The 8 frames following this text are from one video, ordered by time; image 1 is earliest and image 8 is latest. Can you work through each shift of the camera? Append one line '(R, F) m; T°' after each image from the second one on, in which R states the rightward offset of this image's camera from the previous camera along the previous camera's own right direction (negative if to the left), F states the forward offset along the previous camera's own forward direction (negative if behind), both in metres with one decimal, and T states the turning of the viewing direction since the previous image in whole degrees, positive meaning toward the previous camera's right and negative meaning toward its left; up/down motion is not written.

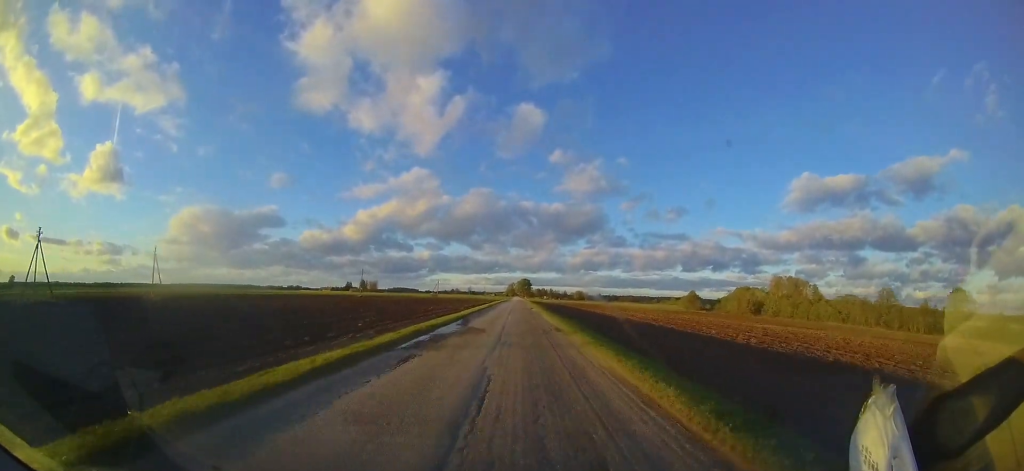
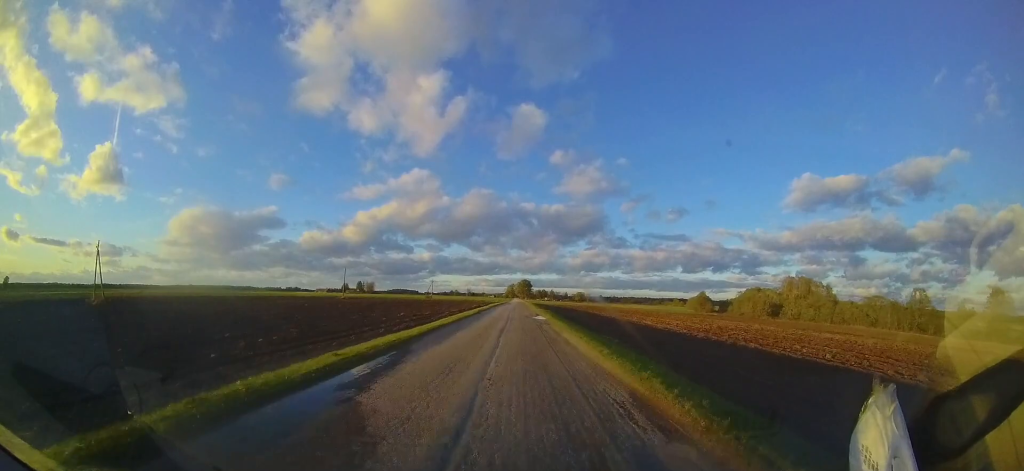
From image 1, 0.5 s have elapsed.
(-0.1, +11.7) m; 0°
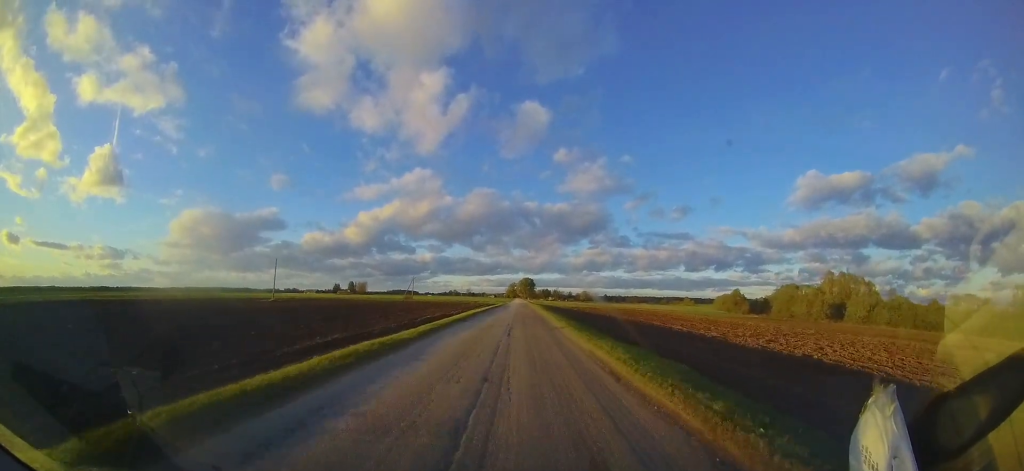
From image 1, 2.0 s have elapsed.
(-0.1, +32.2) m; 0°
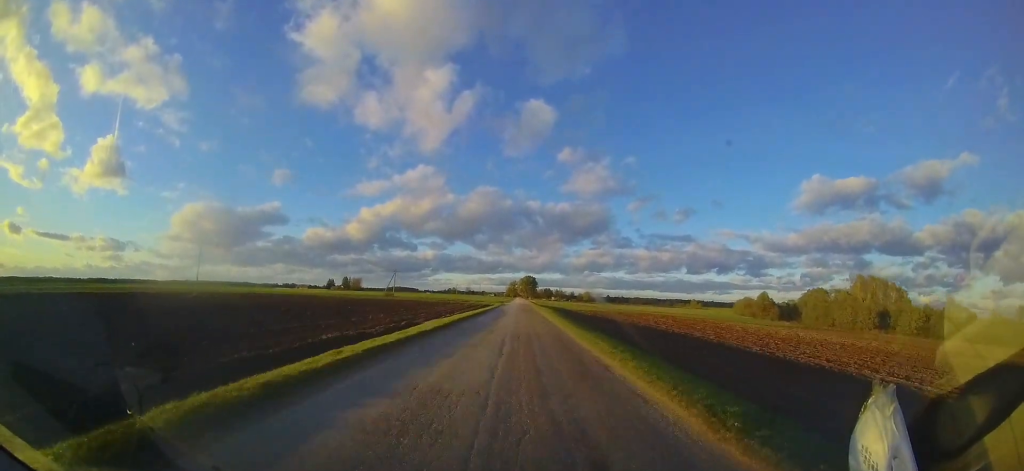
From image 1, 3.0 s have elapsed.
(0.0, +21.5) m; 0°
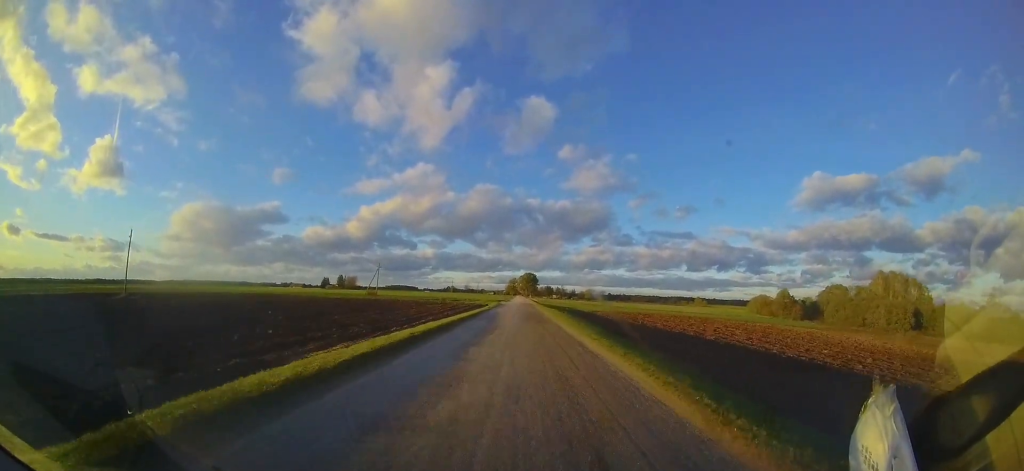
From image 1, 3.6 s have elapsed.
(0.0, +13.7) m; 0°
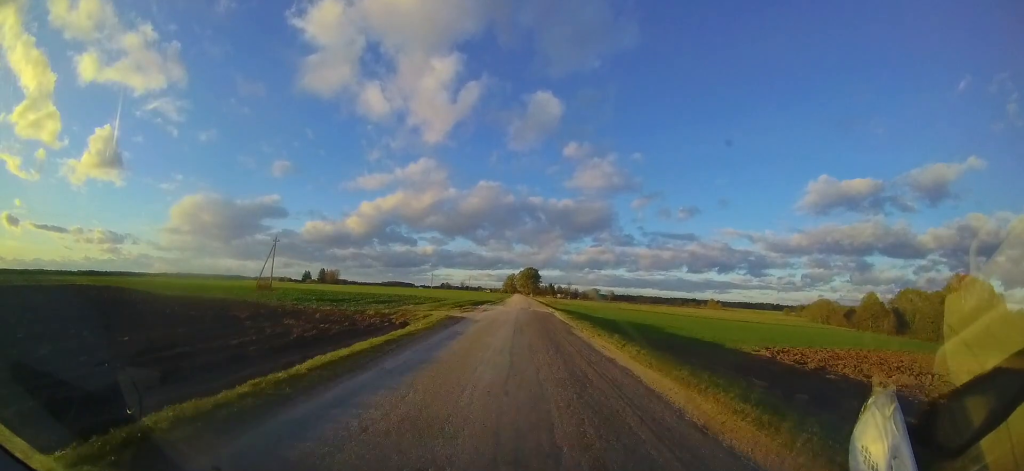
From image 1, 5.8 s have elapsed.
(+0.7, +44.4) m; +2°
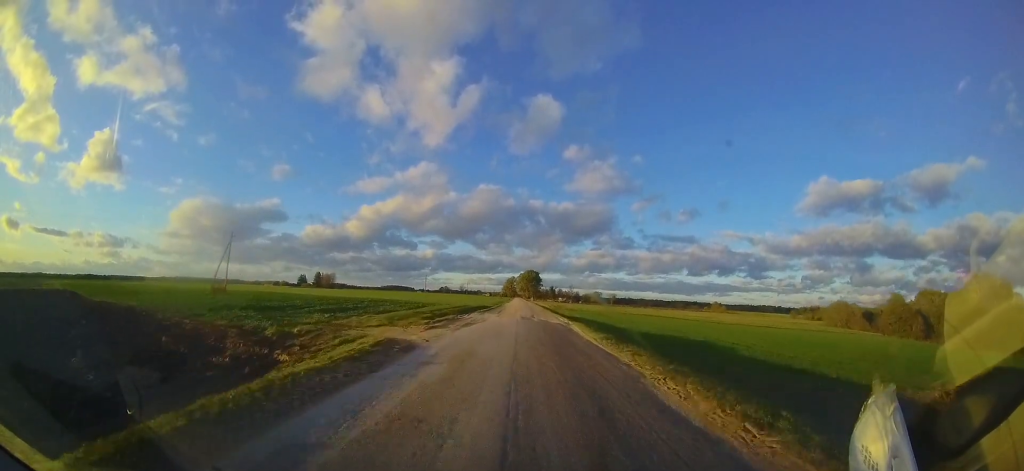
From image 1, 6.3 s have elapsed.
(-0.1, +10.1) m; 0°
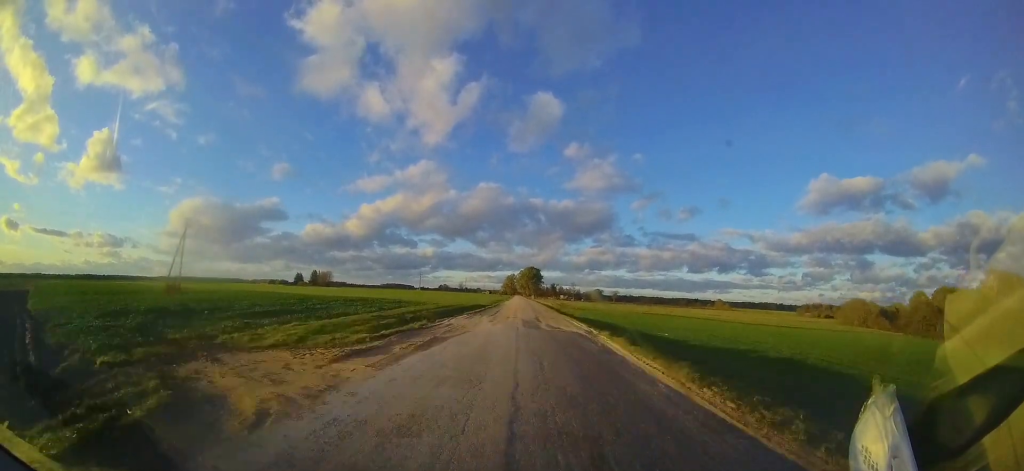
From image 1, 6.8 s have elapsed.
(-0.1, +8.7) m; 0°
